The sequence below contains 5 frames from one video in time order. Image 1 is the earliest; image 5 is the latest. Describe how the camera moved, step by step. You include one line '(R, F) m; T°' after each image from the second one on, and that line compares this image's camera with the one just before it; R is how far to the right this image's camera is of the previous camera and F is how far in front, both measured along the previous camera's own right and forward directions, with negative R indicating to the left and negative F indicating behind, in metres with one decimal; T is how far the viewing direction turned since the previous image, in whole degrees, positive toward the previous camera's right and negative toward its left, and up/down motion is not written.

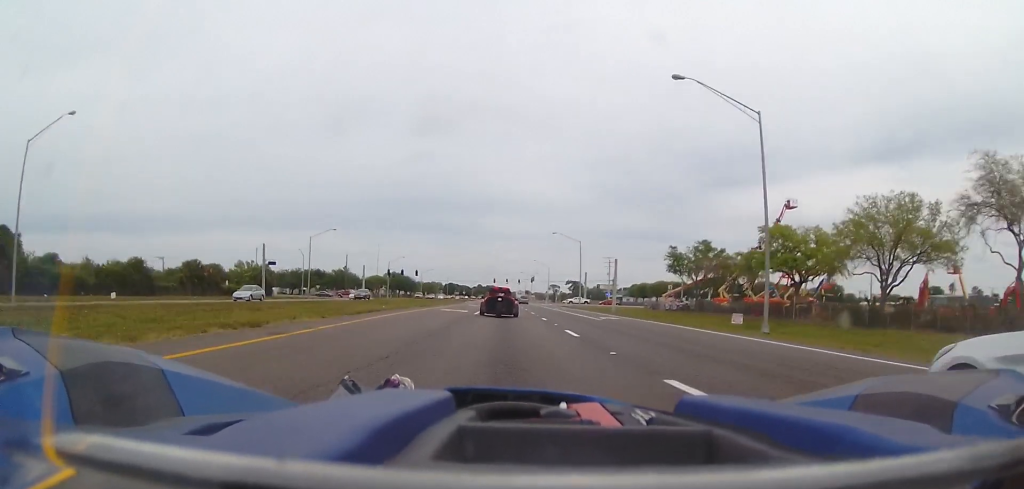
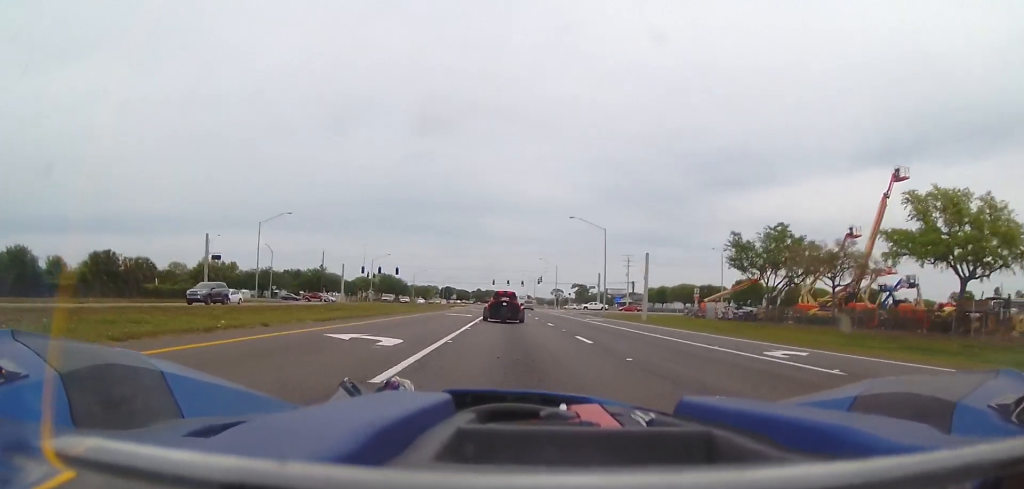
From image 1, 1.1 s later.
(+0.1, +25.3) m; 0°
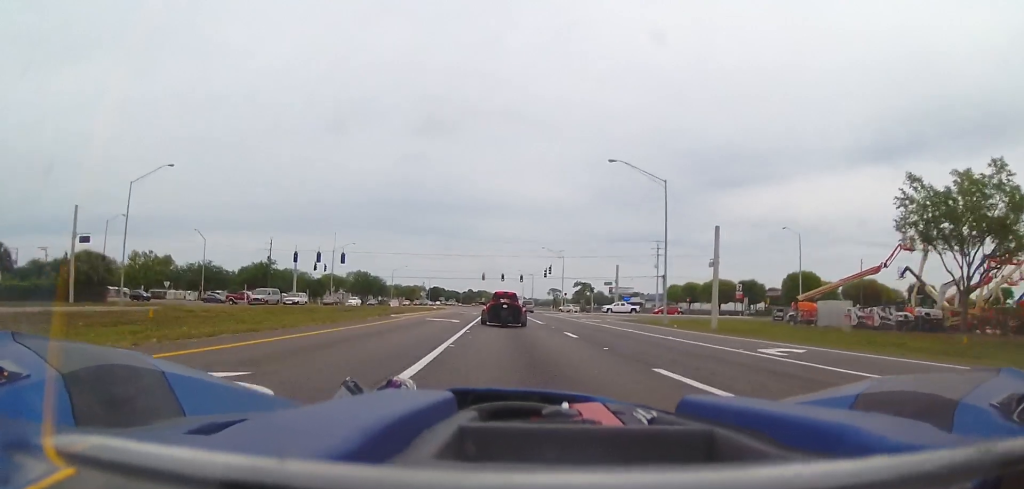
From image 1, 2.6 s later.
(0.0, +33.9) m; 0°
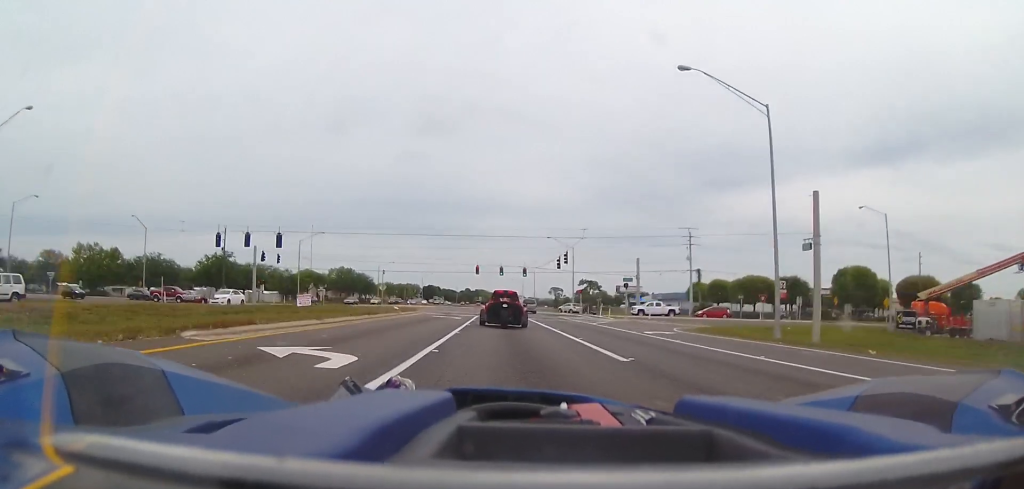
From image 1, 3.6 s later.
(0.0, +21.5) m; 0°
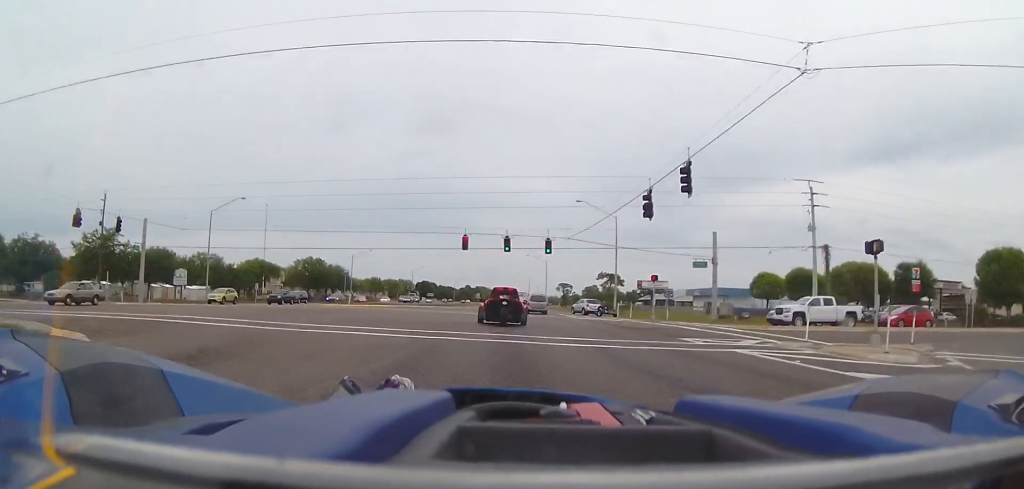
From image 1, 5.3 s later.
(+0.1, +38.6) m; +1°
